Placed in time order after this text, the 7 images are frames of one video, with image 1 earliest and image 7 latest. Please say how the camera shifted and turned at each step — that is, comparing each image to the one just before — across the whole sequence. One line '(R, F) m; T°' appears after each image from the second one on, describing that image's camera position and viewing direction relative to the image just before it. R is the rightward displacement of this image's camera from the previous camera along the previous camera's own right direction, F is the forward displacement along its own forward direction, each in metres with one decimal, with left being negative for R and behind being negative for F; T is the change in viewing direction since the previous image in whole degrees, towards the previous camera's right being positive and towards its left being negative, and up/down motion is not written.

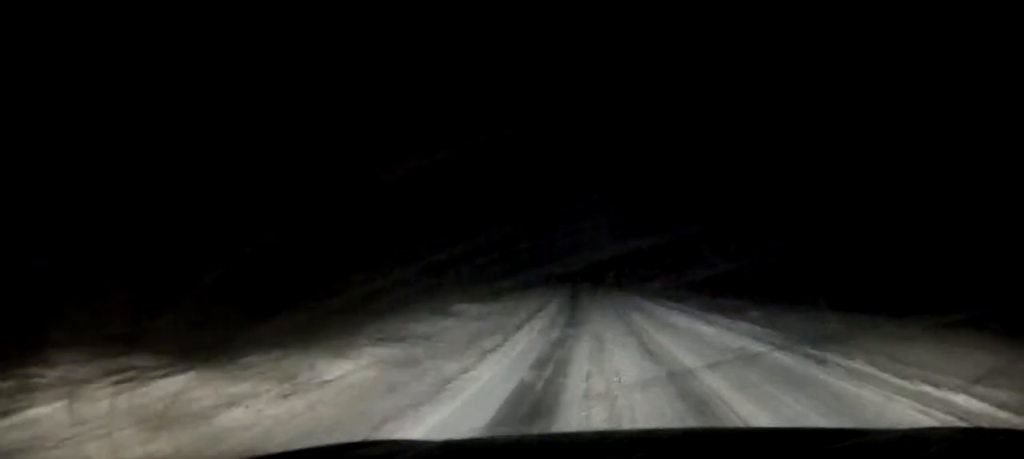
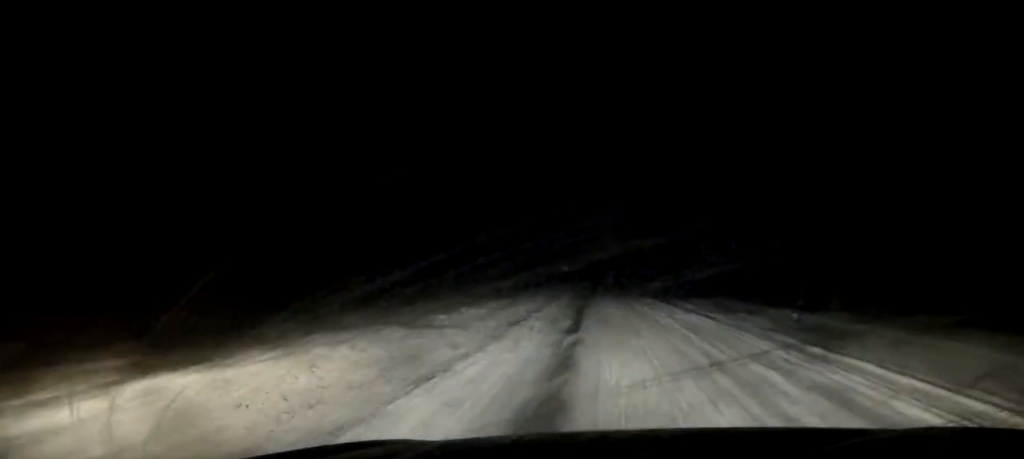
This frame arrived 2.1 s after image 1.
(-0.7, +39.6) m; -1°
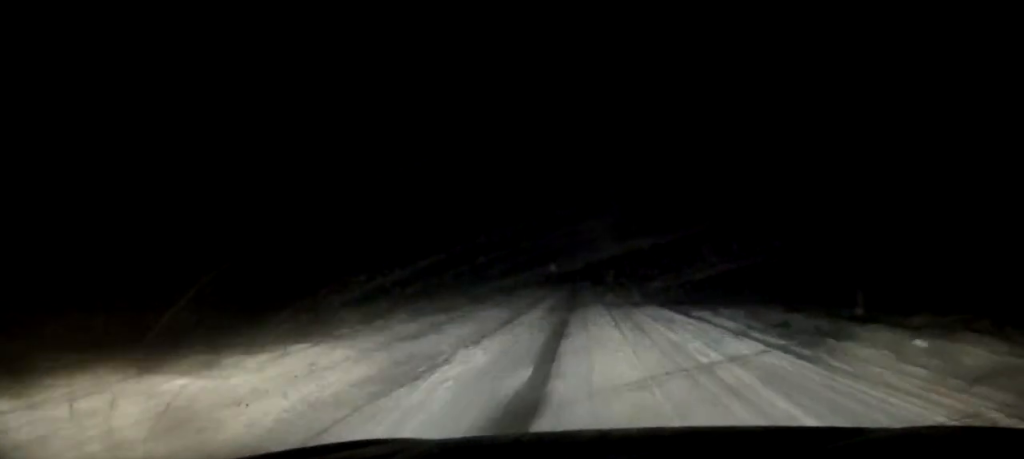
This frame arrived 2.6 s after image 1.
(0.0, +9.5) m; 0°
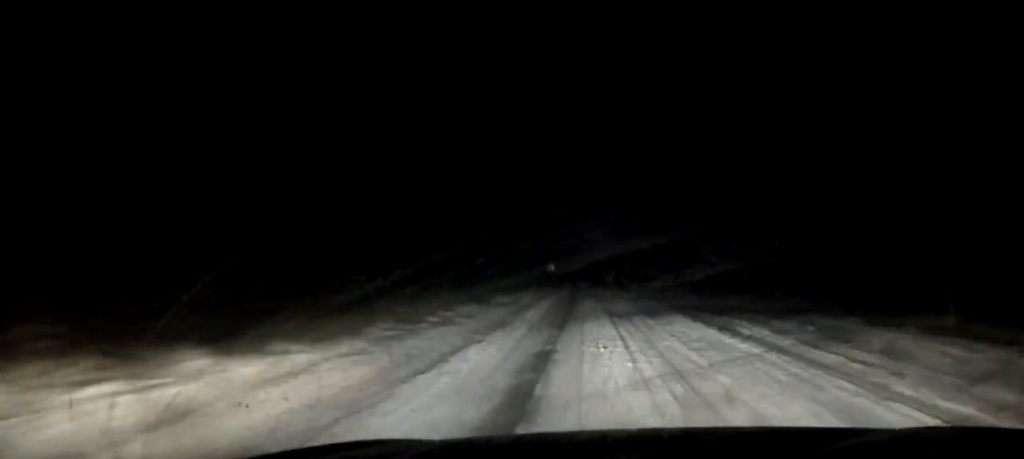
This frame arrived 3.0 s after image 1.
(0.0, +7.4) m; 0°
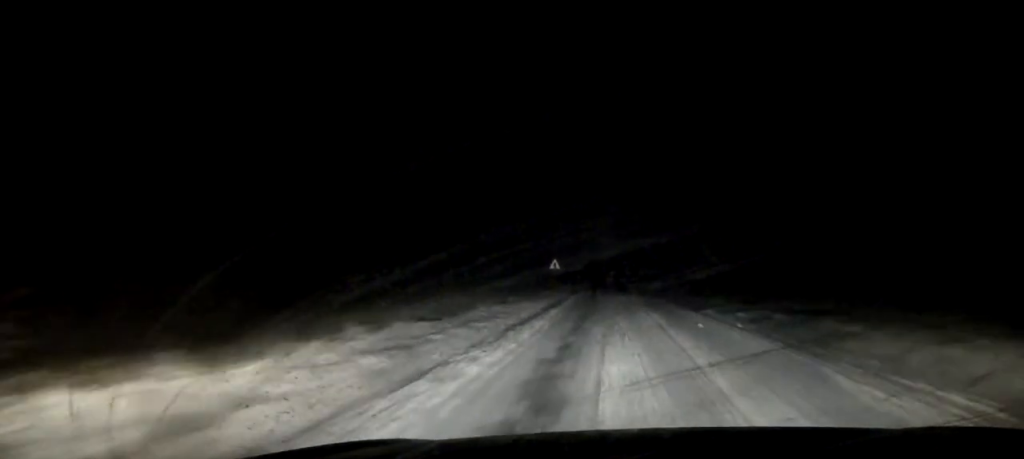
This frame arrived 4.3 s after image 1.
(-0.1, +25.0) m; 0°
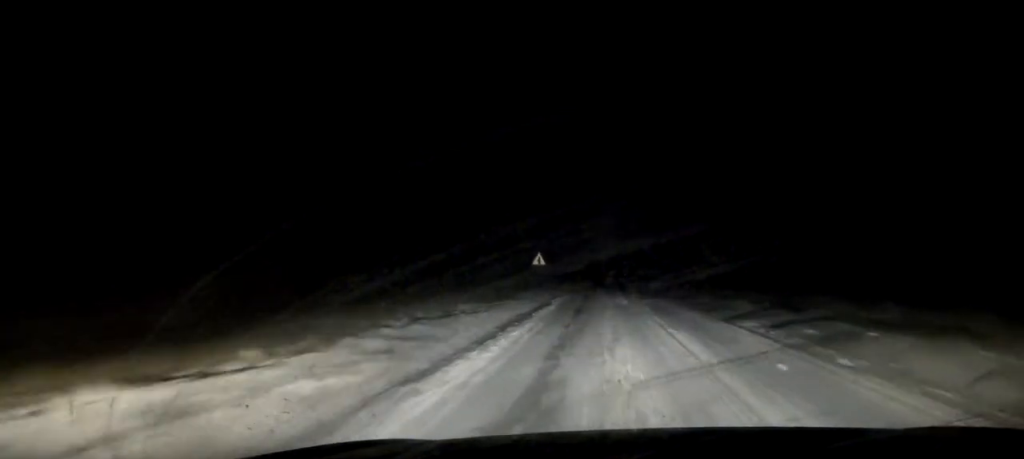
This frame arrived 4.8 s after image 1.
(0.0, +8.9) m; 0°
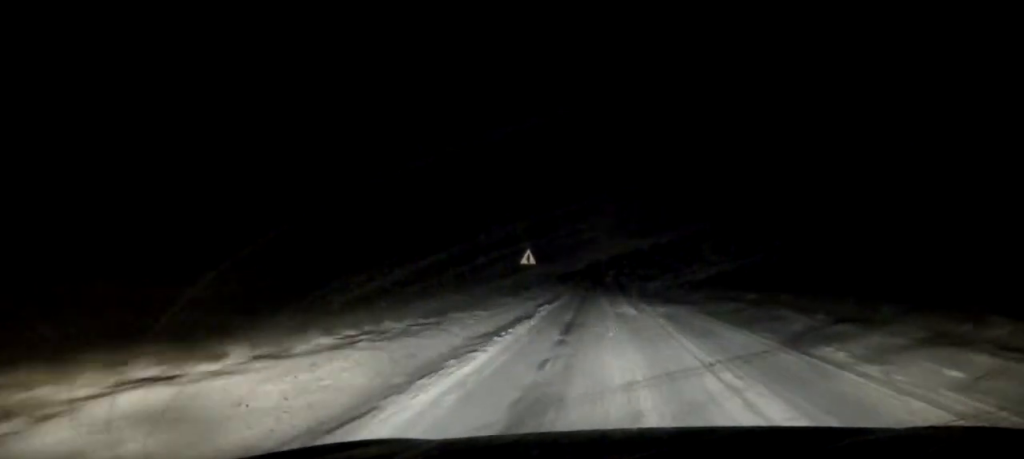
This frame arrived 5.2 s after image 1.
(0.0, +7.0) m; 0°
